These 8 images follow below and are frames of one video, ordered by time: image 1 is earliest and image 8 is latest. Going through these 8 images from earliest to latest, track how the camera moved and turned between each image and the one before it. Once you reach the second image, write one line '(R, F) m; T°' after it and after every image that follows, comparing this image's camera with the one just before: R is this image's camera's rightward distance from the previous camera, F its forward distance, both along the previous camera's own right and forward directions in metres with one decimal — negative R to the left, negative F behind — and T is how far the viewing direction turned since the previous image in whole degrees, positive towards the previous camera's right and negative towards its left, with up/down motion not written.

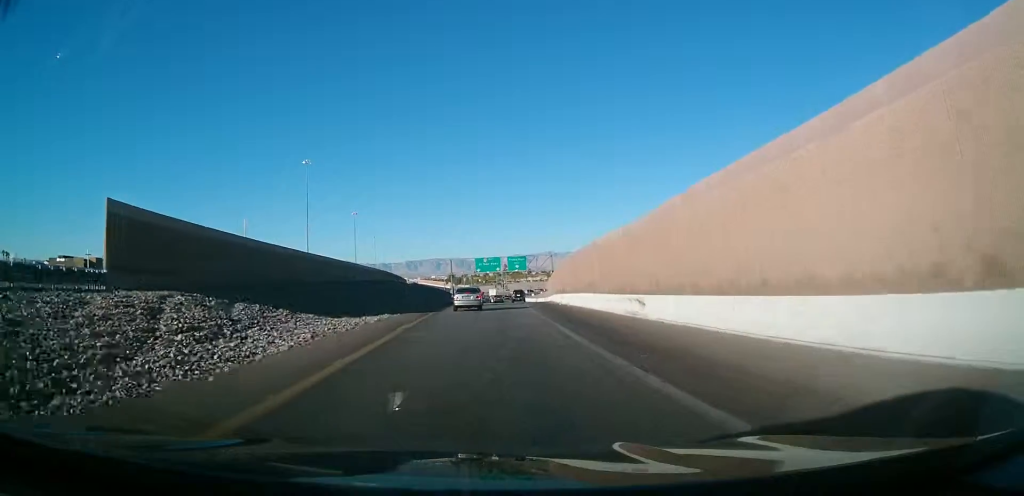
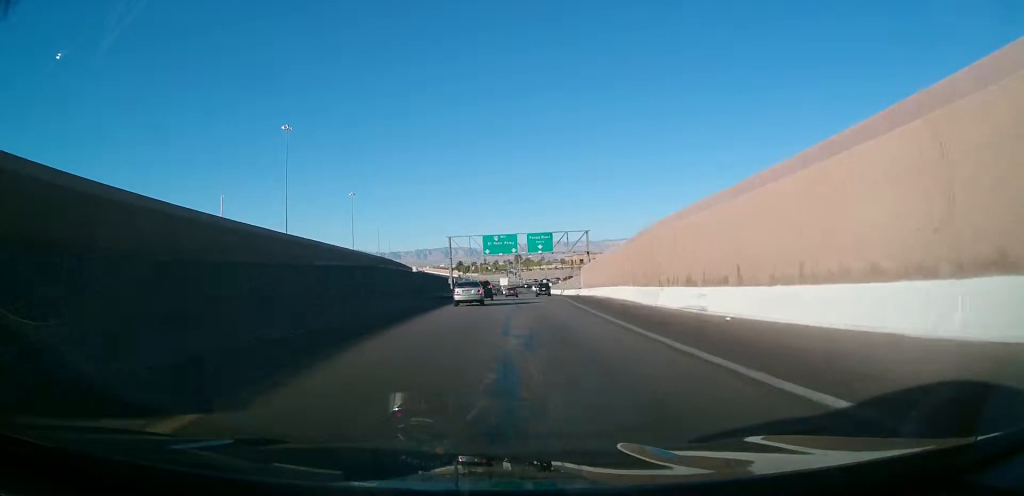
(0.0, +31.9) m; -1°
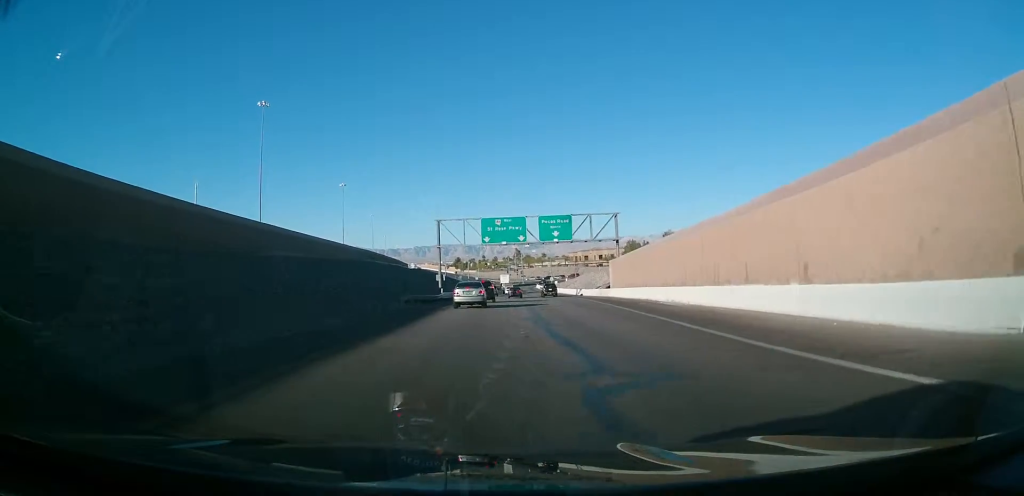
(-0.3, +23.0) m; -1°
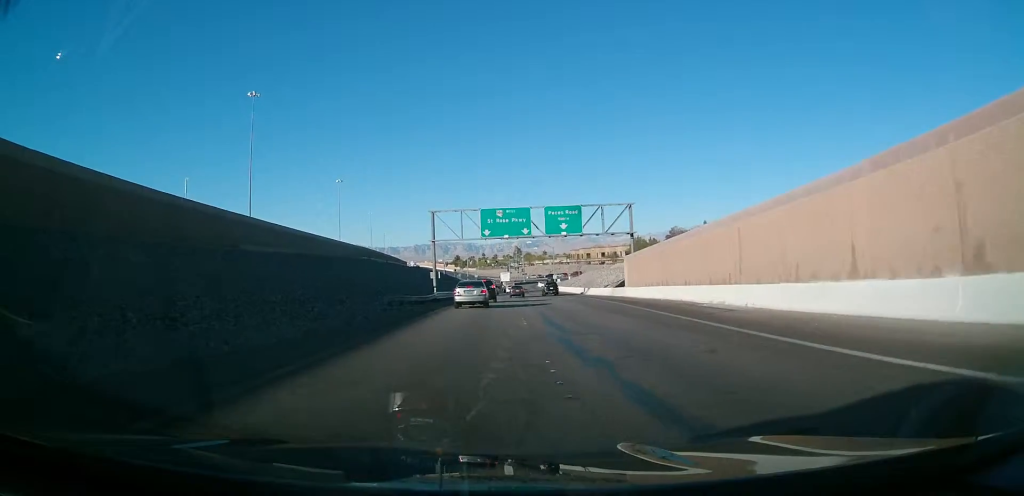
(0.0, +7.9) m; 0°
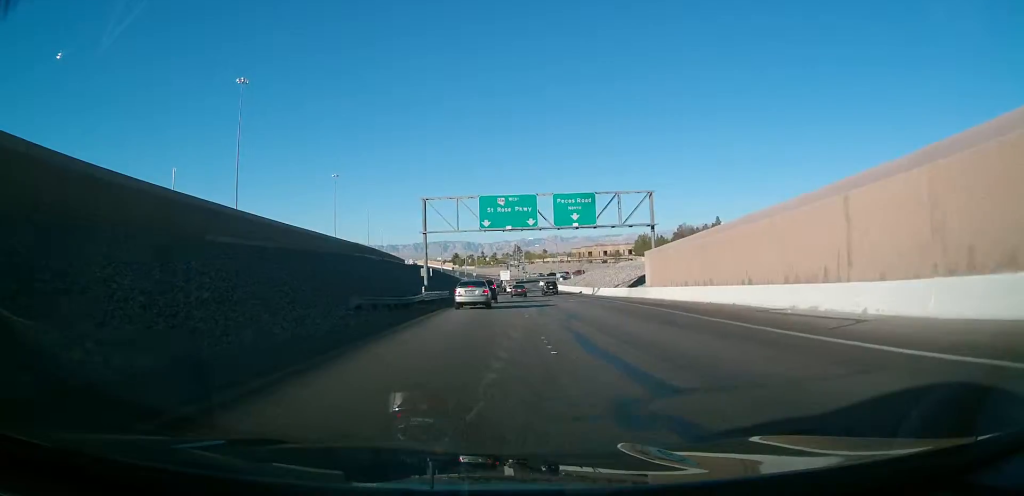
(0.0, +9.7) m; 0°
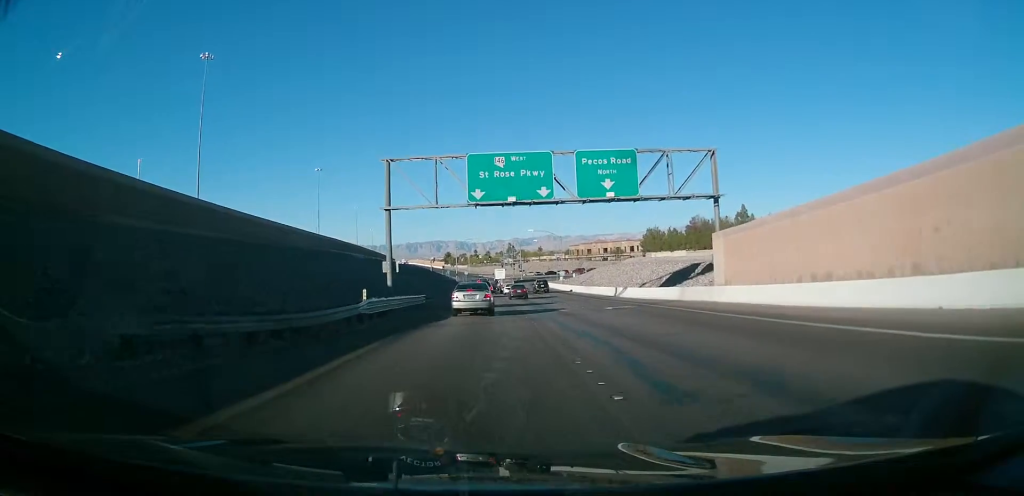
(+0.1, +18.7) m; +2°
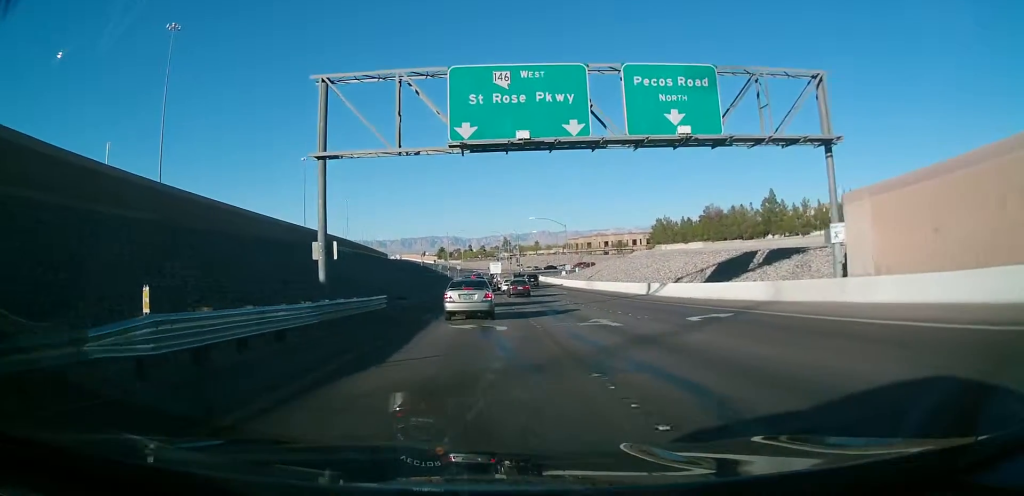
(+0.4, +15.1) m; 0°
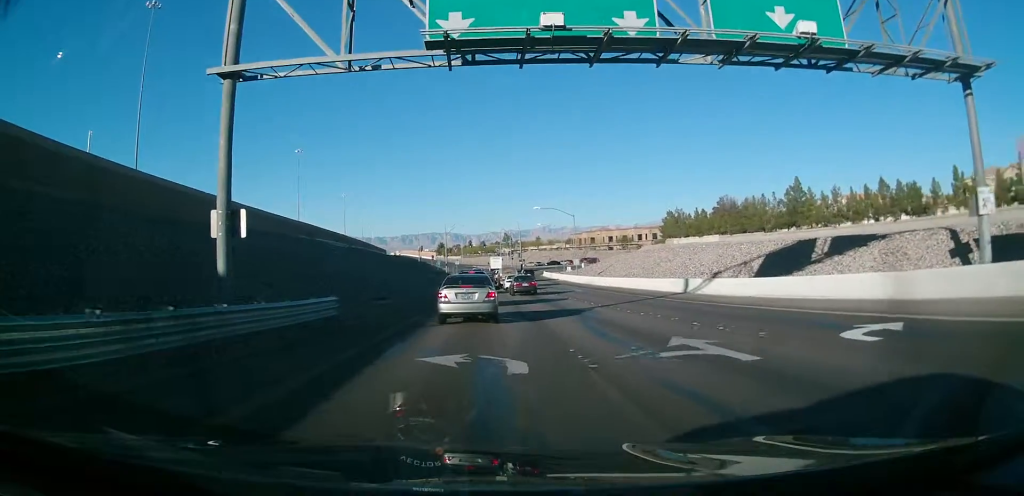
(-0.2, +9.7) m; 0°
